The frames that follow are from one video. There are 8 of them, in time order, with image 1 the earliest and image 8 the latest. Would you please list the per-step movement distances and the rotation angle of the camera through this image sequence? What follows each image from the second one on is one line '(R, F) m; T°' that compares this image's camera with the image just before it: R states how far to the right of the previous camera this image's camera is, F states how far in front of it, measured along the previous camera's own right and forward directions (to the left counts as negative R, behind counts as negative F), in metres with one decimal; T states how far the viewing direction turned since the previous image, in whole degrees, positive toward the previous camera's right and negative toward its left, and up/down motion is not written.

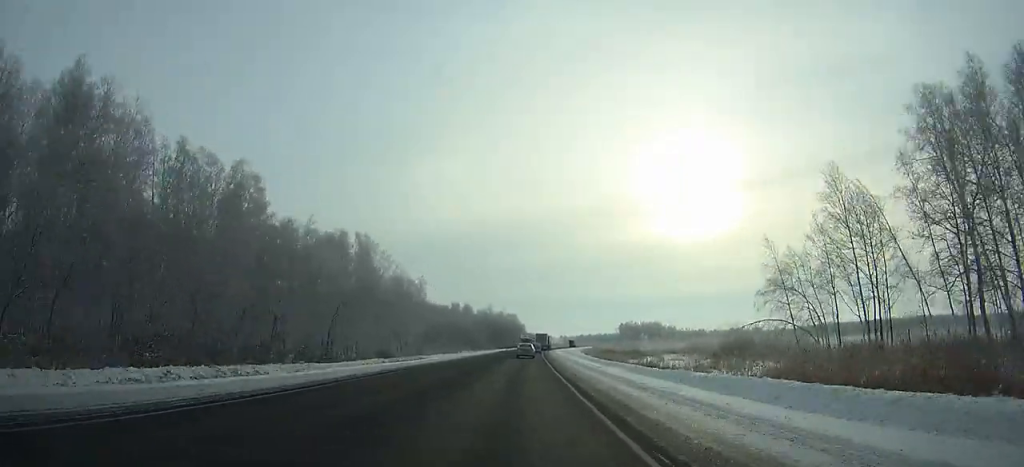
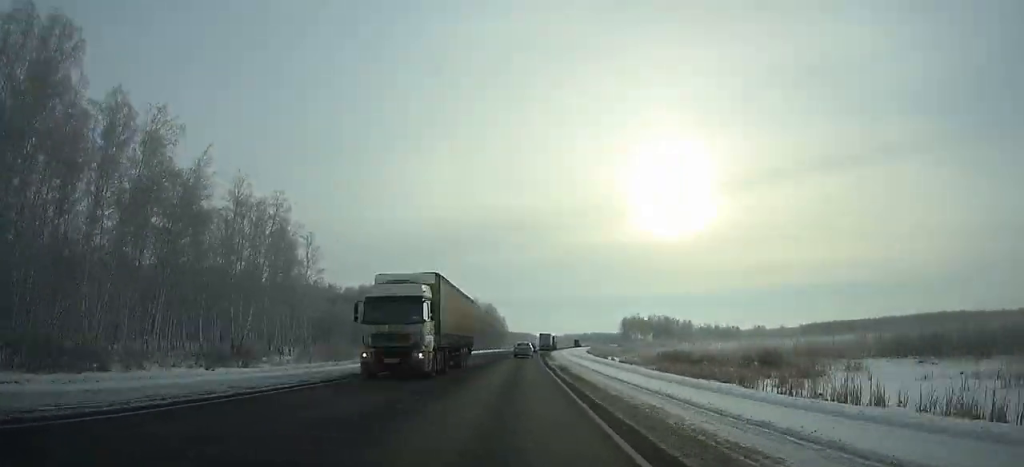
(+0.7, +68.5) m; +2°
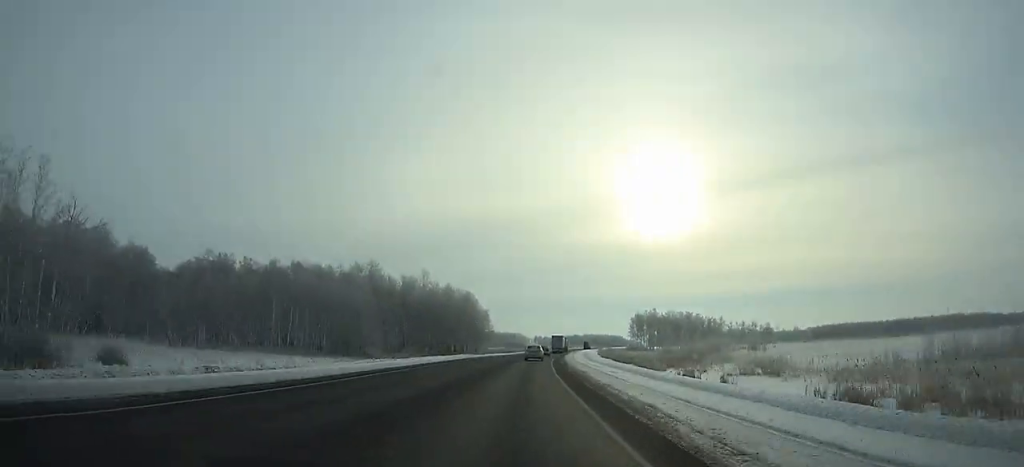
(+0.8, +56.0) m; +2°
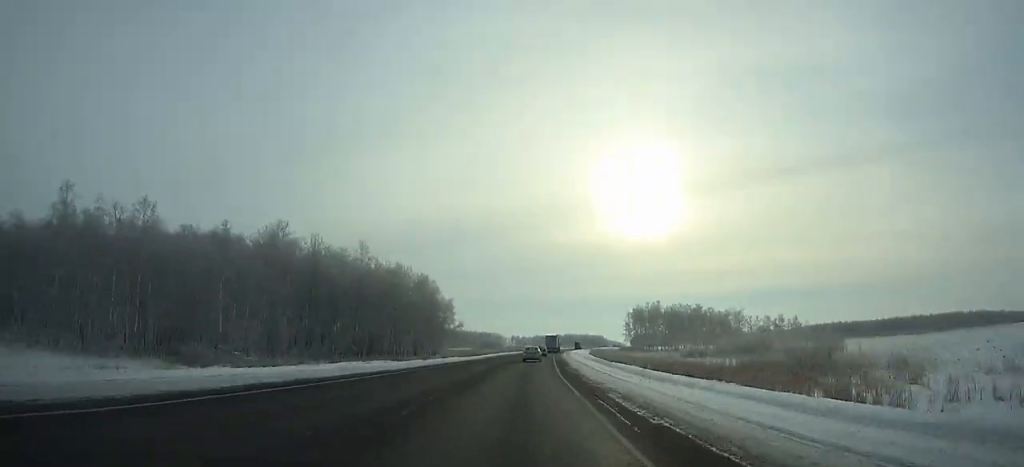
(+0.2, +41.7) m; +2°
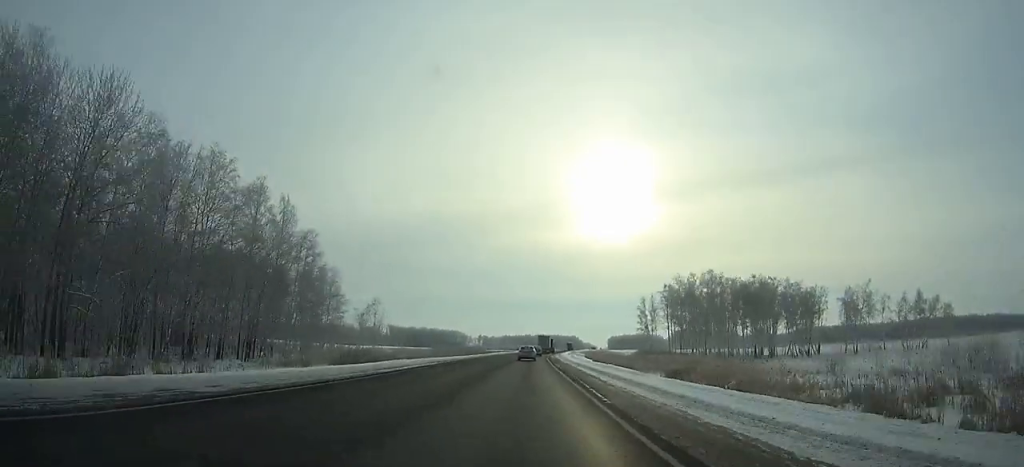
(+2.7, +80.4) m; +3°
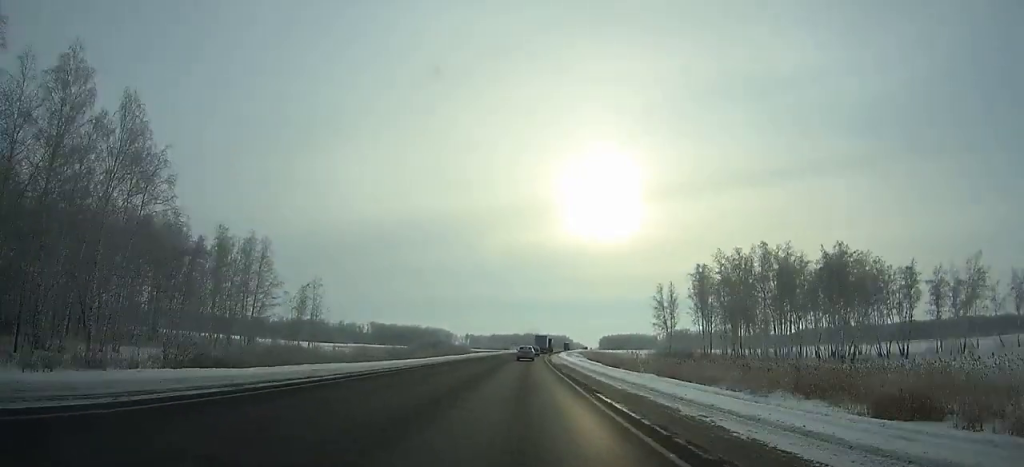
(+0.4, +29.9) m; +1°
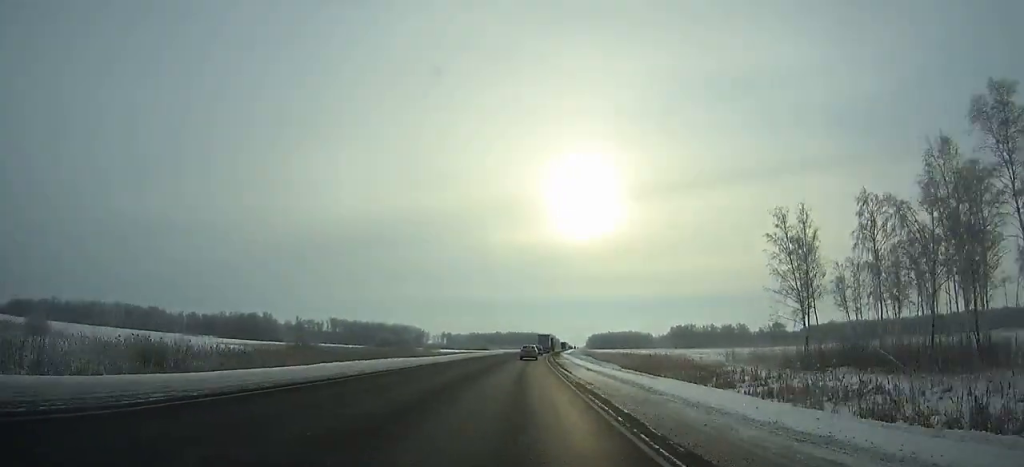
(+1.1, +67.1) m; +2°
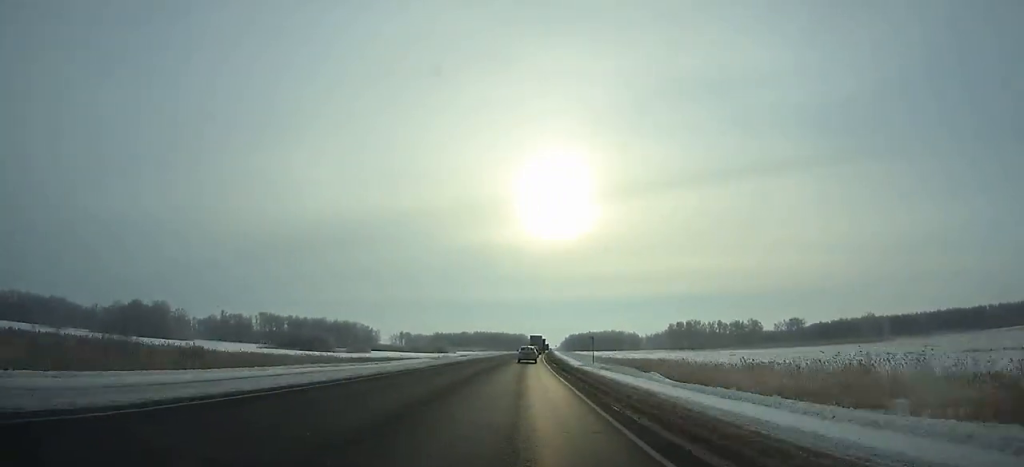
(+1.5, +79.2) m; +2°
